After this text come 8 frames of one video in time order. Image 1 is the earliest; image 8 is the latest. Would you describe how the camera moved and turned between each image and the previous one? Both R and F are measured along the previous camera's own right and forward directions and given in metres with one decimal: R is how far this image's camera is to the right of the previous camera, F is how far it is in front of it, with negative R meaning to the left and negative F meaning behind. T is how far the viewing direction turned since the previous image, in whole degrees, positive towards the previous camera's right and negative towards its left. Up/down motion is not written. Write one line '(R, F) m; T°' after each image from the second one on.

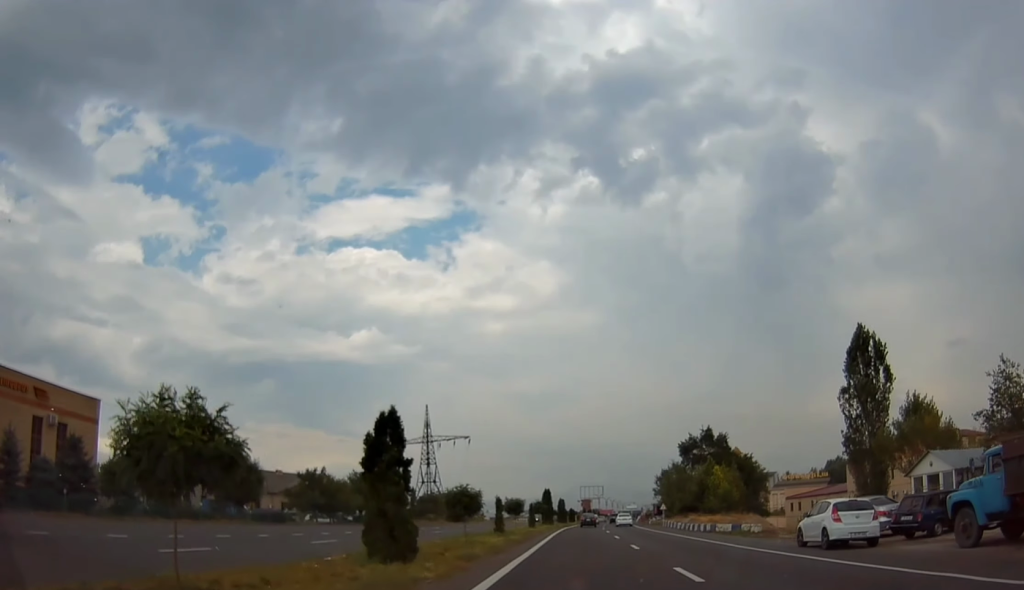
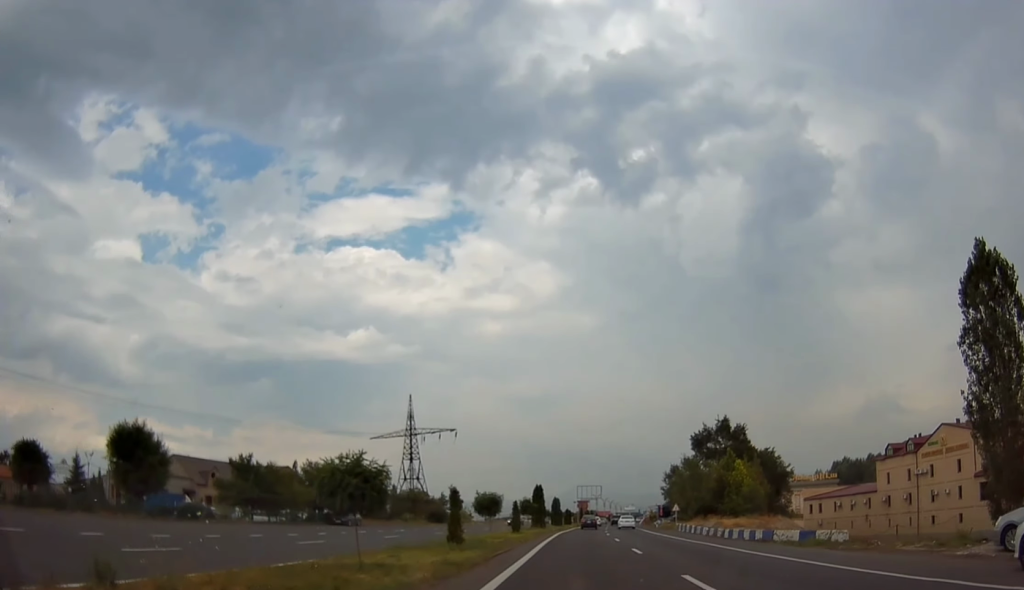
(0.0, +12.9) m; +1°
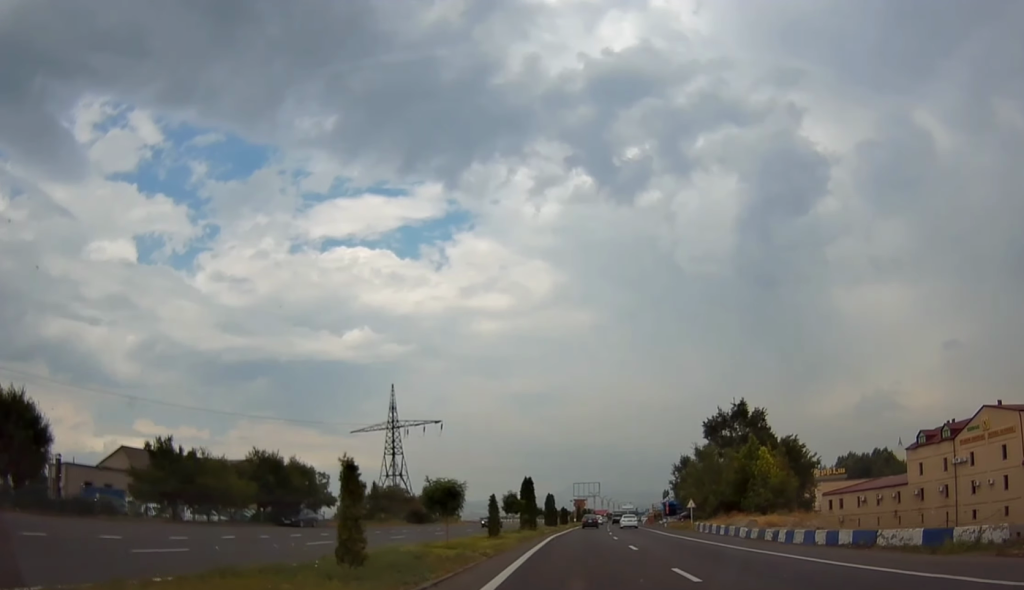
(+0.1, +10.8) m; 0°
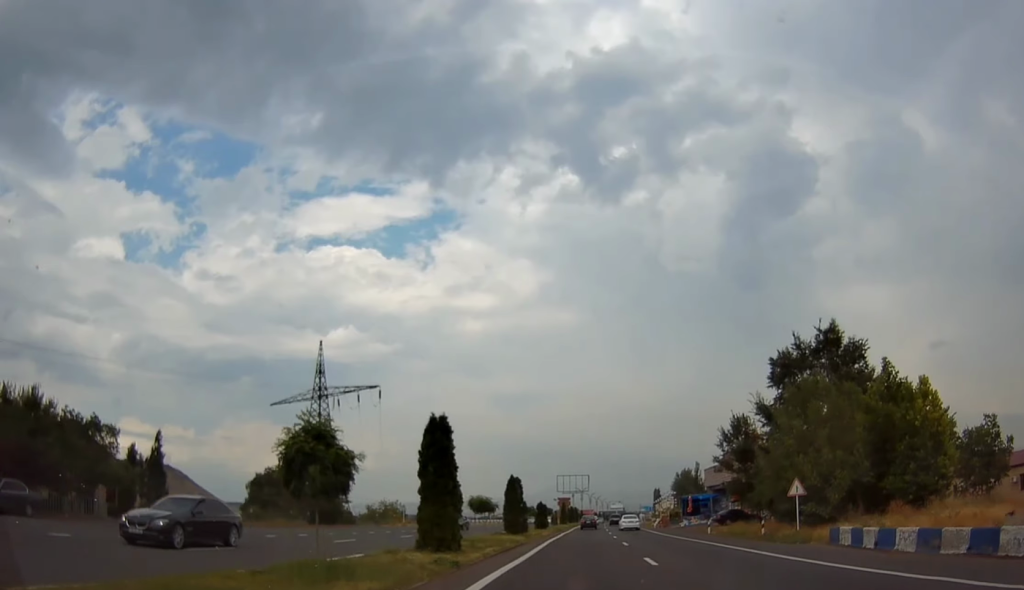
(+0.2, +31.0) m; +1°
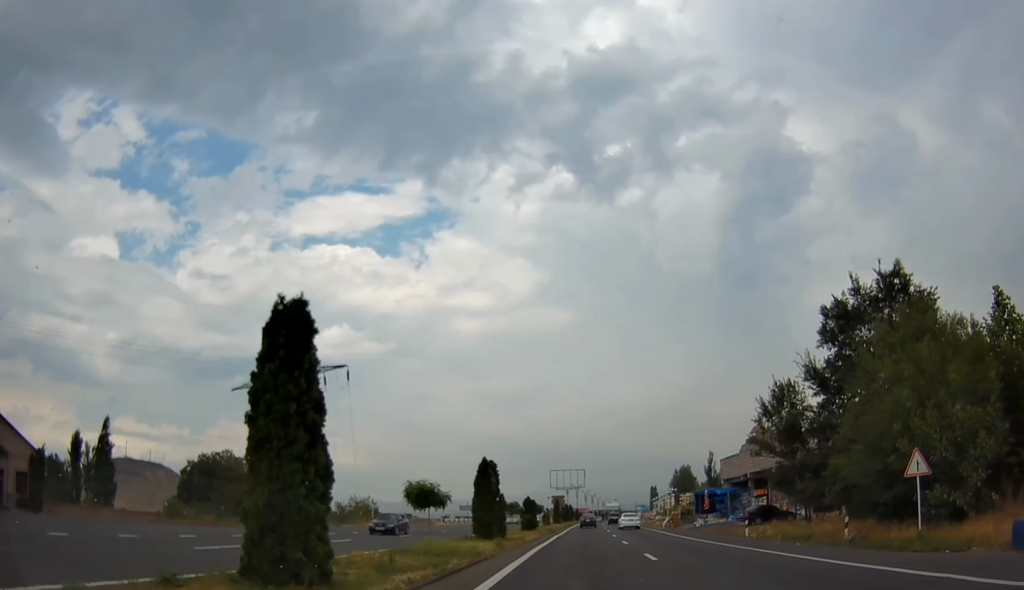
(-0.1, +11.1) m; +1°
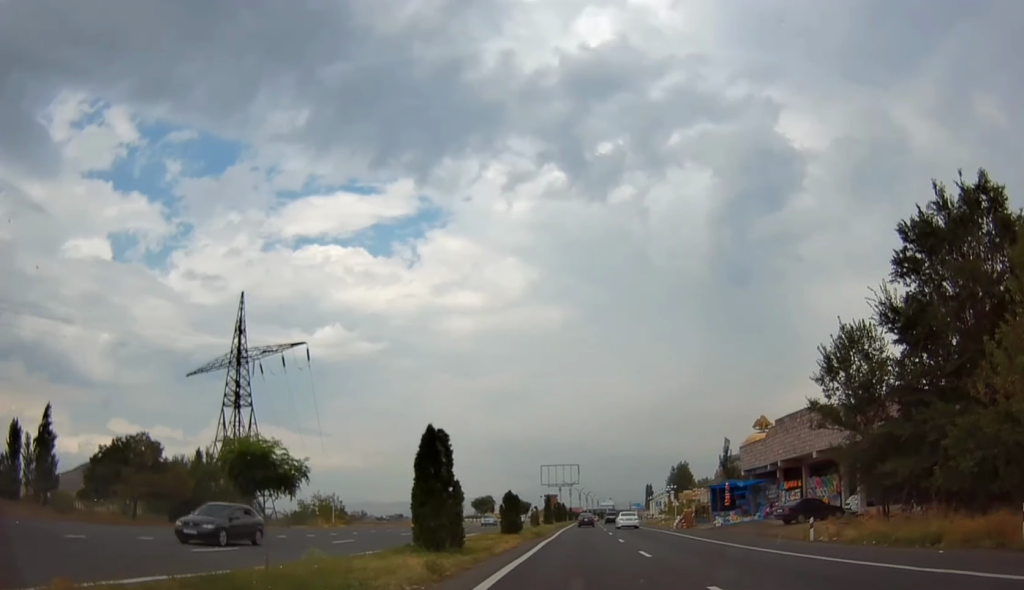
(+0.1, +10.4) m; +1°
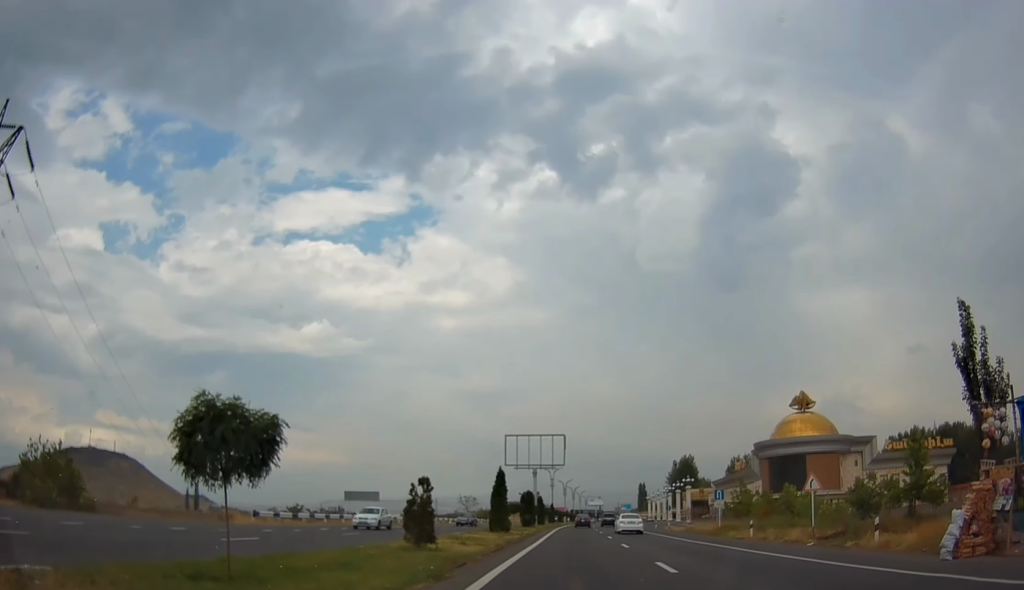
(+0.6, +41.3) m; +1°
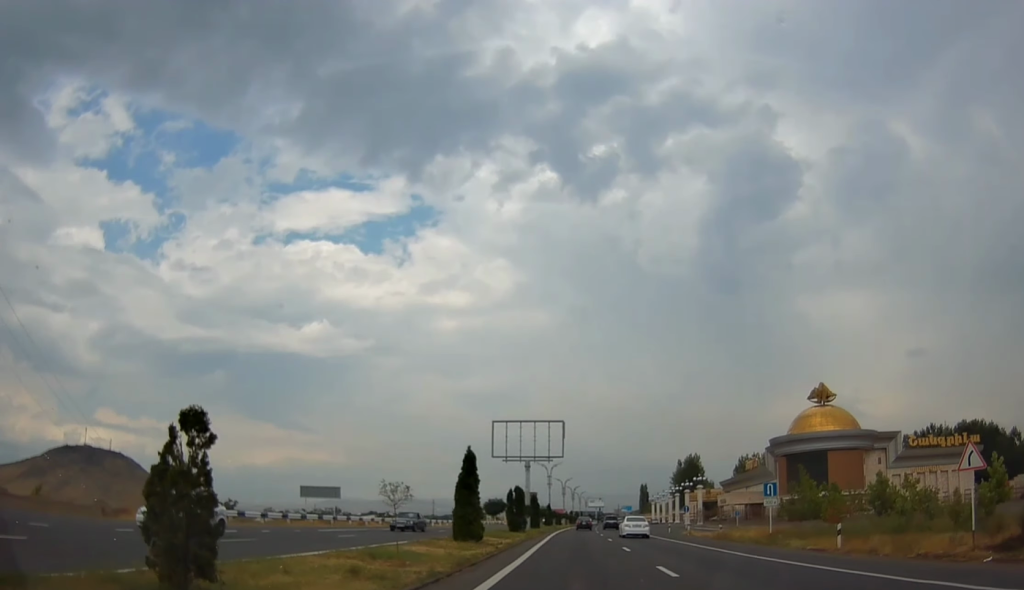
(+0.2, +11.4) m; 0°
